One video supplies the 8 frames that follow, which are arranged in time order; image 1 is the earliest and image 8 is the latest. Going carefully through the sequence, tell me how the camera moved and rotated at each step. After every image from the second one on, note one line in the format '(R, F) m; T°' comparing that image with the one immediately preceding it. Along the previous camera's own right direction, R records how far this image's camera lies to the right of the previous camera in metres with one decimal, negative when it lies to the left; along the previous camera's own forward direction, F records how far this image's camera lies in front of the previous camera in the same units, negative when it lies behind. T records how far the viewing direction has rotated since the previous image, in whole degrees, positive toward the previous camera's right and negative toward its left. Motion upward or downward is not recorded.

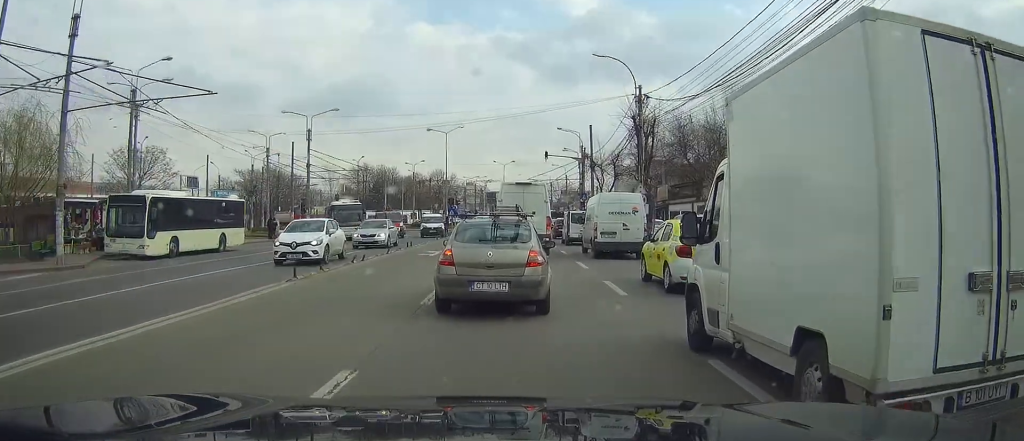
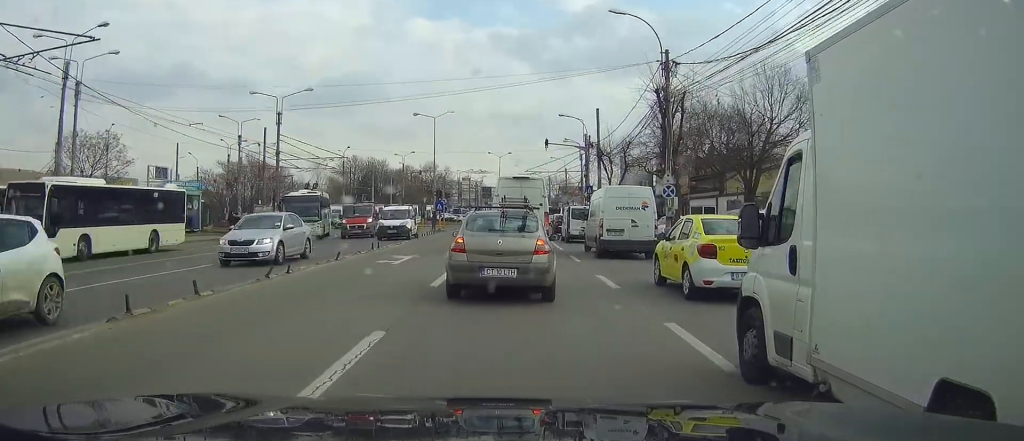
(0.0, +7.5) m; 0°
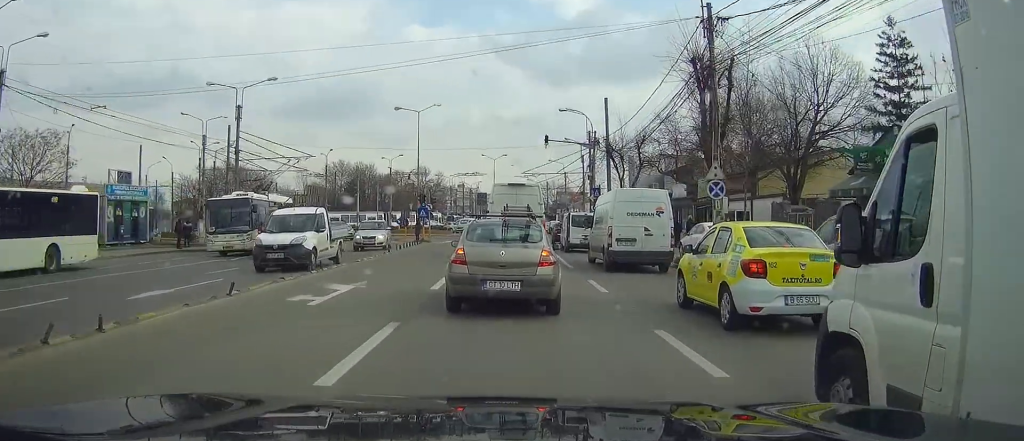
(0.0, +7.5) m; +1°
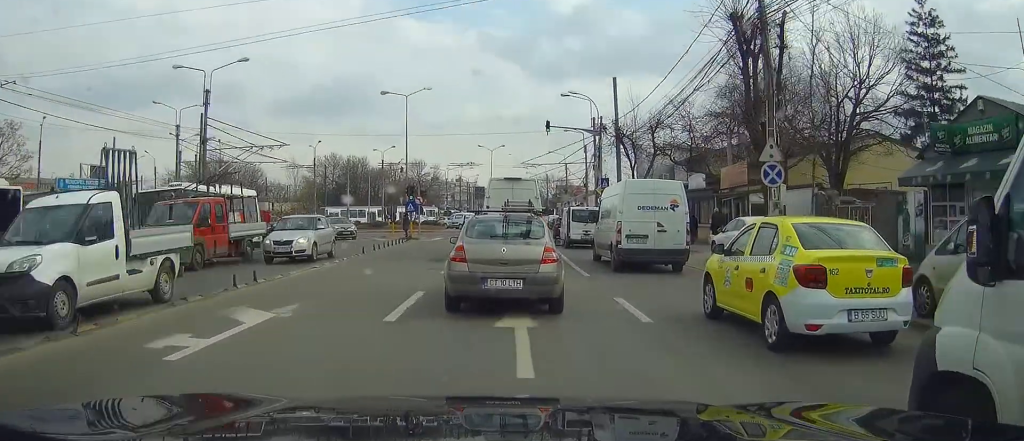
(0.0, +5.0) m; 0°
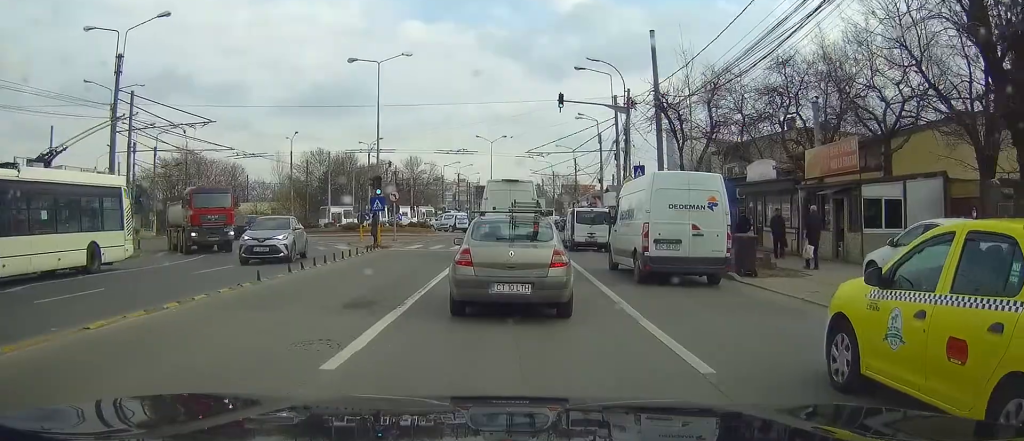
(-0.1, +11.0) m; -1°
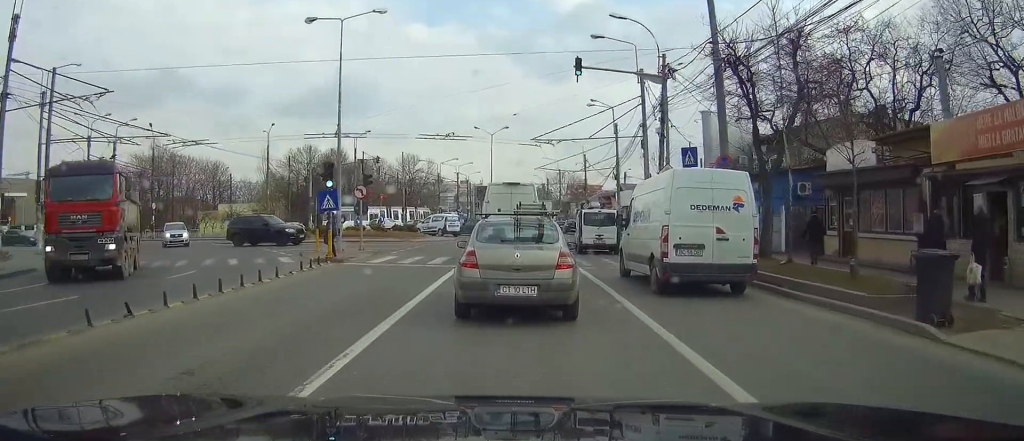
(+0.1, +9.1) m; +1°
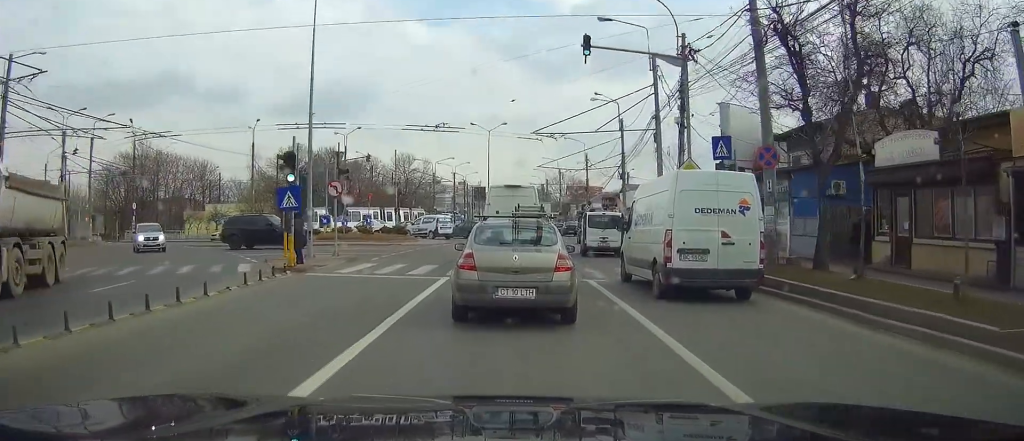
(0.0, +4.0) m; -1°
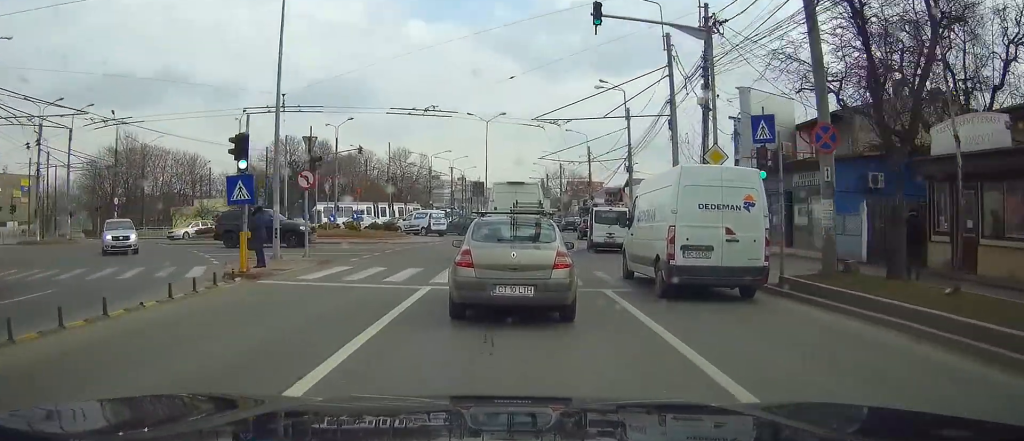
(0.0, +3.4) m; 0°
